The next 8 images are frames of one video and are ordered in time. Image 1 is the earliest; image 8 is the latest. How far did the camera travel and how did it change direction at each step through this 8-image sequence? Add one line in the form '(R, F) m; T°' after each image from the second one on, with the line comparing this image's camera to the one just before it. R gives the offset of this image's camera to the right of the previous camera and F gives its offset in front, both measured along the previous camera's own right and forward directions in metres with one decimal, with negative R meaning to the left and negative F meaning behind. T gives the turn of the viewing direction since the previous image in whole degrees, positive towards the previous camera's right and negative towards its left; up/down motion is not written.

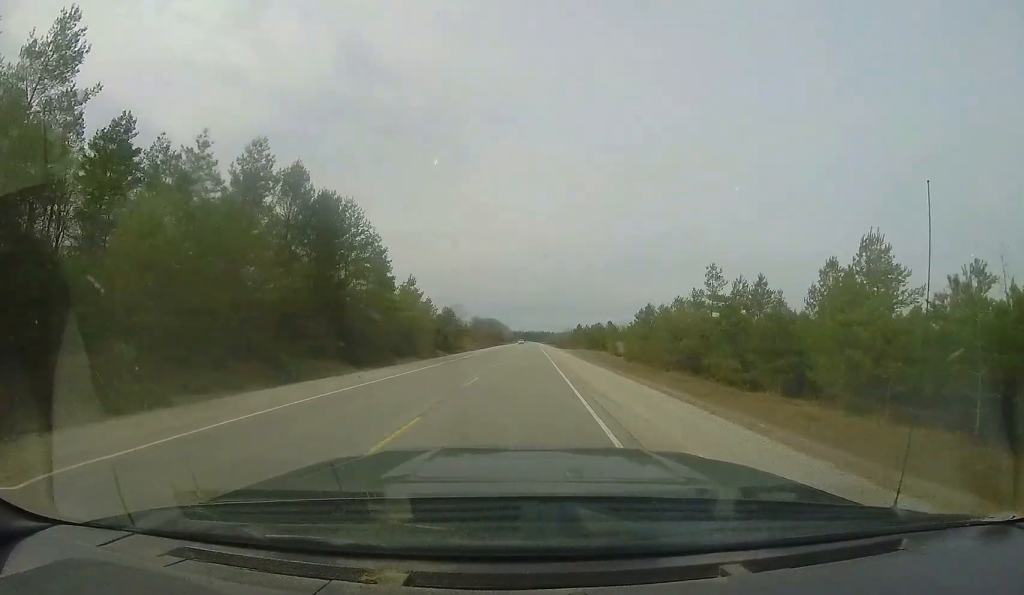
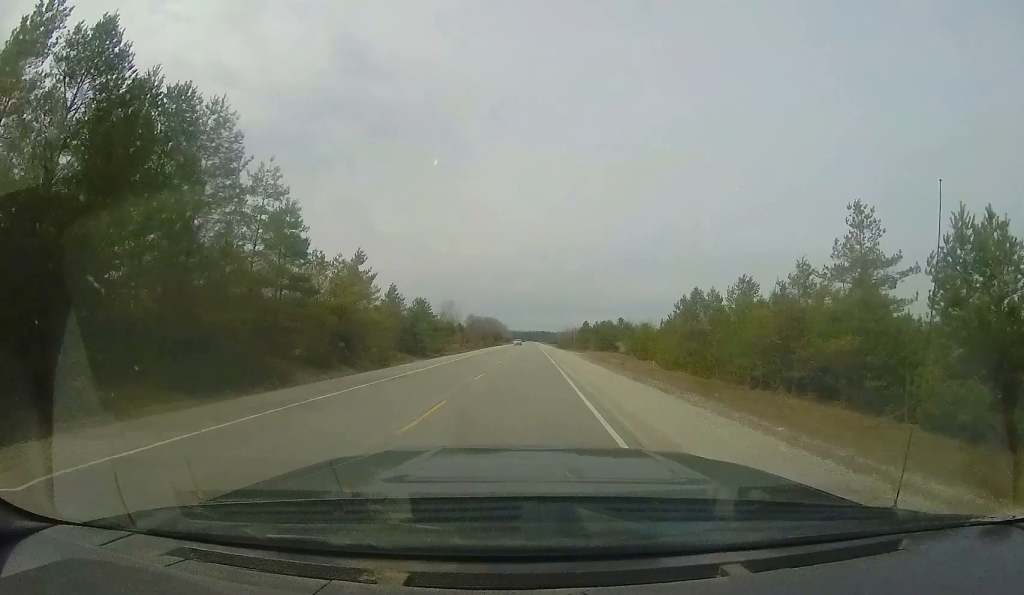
(-0.2, +15.9) m; -1°
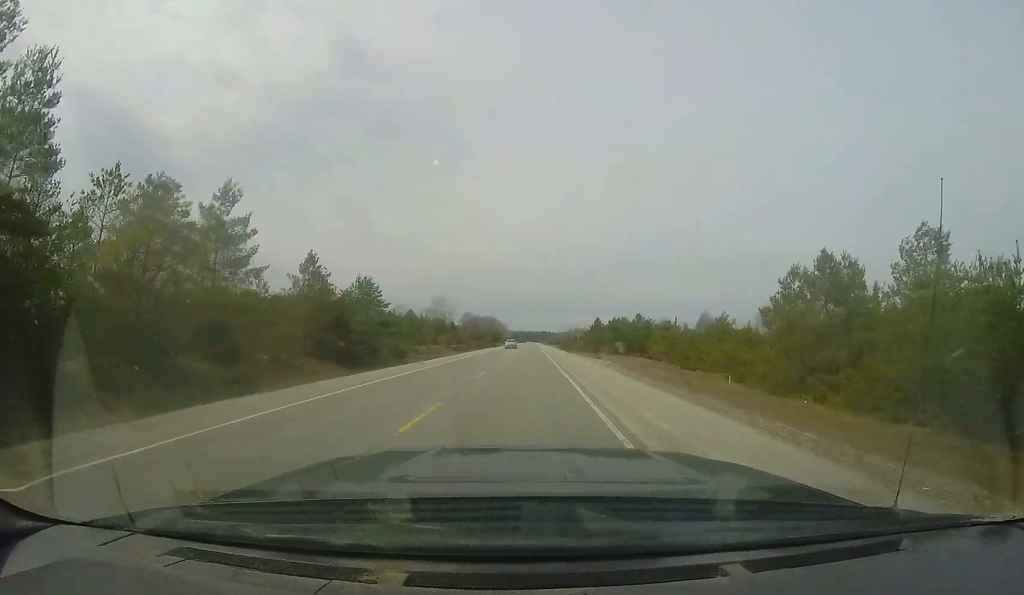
(-0.1, +17.6) m; +1°
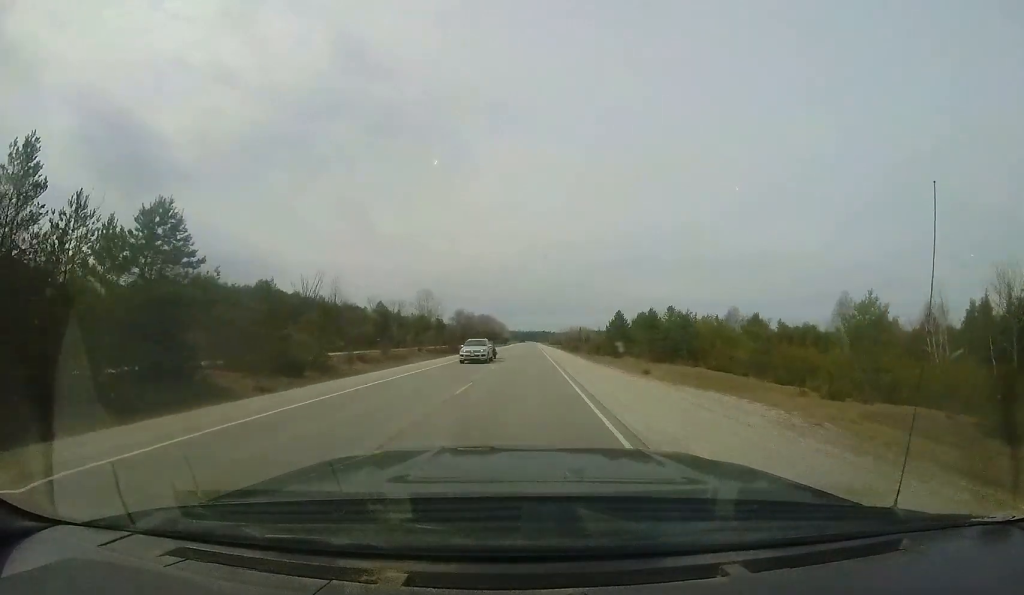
(+0.1, +21.2) m; +1°
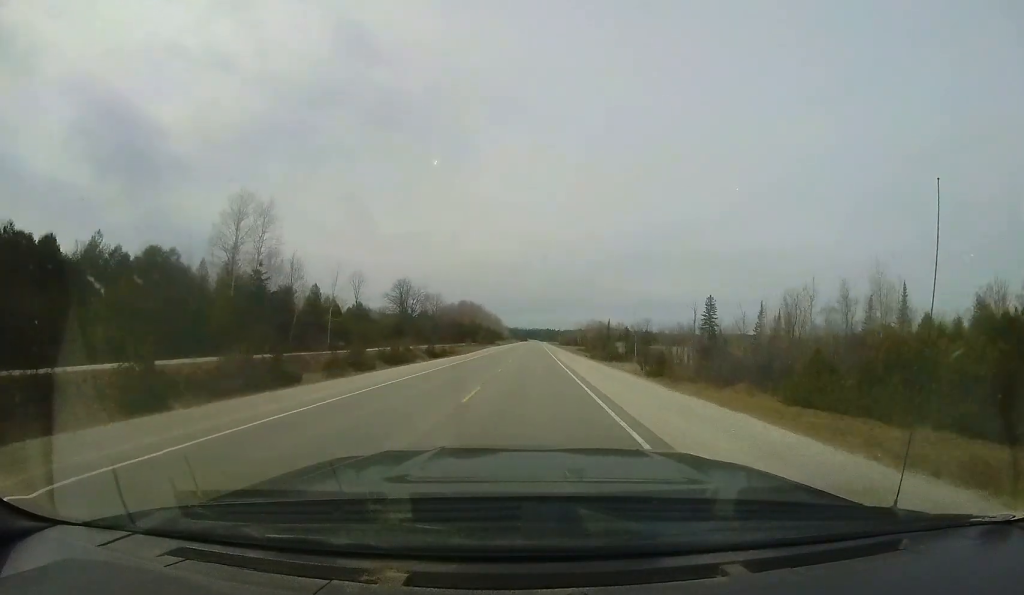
(+1.8, +90.7) m; +1°
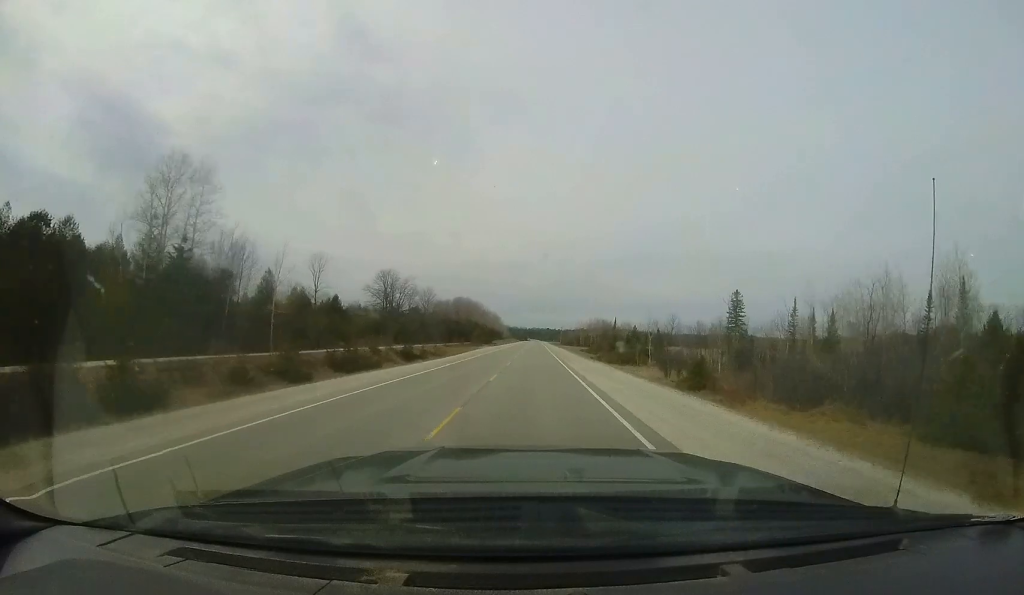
(0.0, +12.0) m; 0°
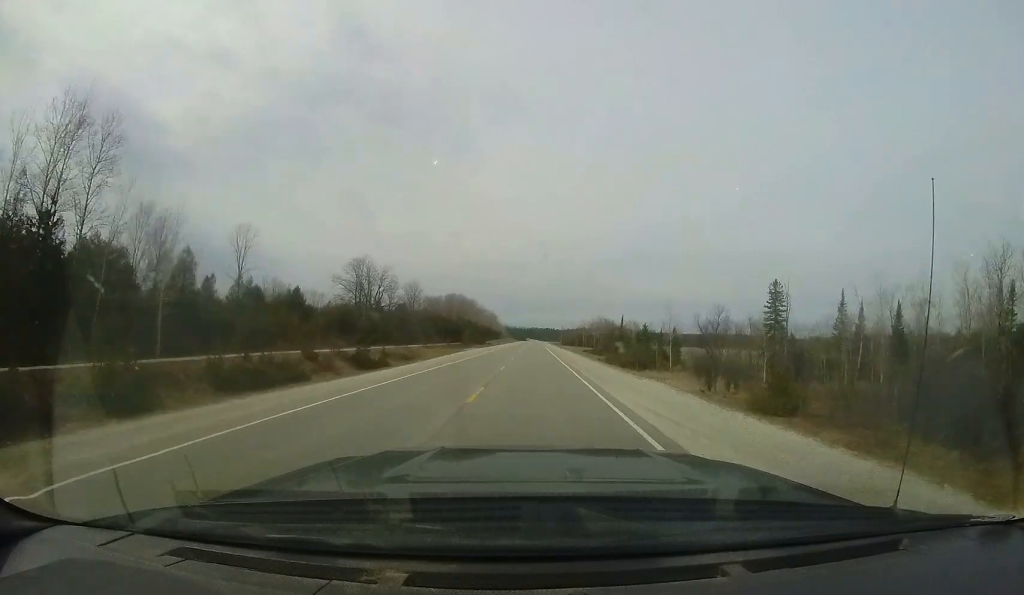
(-0.1, +14.0) m; 0°
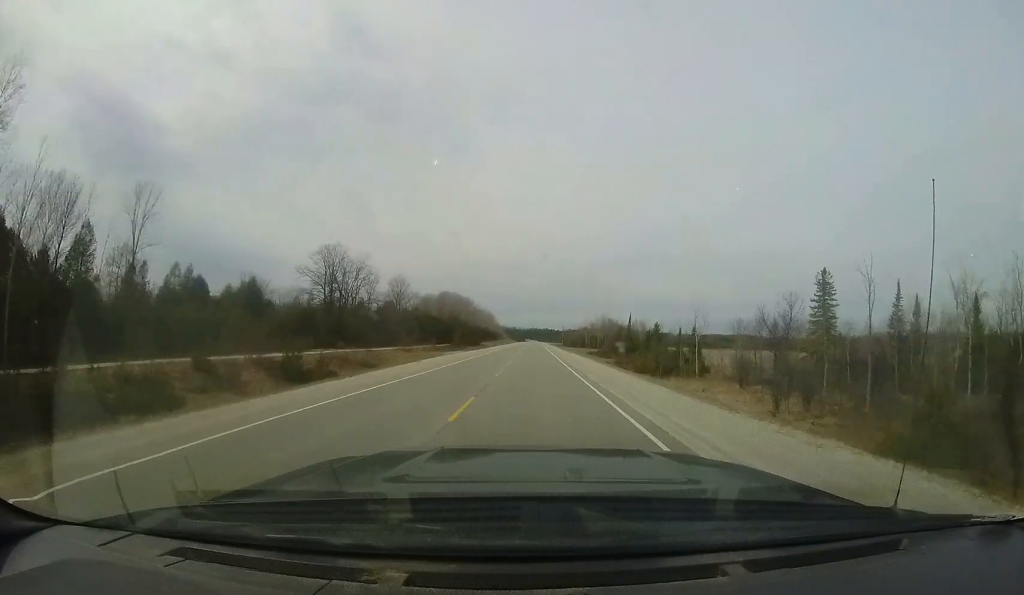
(-0.1, +12.1) m; 0°
